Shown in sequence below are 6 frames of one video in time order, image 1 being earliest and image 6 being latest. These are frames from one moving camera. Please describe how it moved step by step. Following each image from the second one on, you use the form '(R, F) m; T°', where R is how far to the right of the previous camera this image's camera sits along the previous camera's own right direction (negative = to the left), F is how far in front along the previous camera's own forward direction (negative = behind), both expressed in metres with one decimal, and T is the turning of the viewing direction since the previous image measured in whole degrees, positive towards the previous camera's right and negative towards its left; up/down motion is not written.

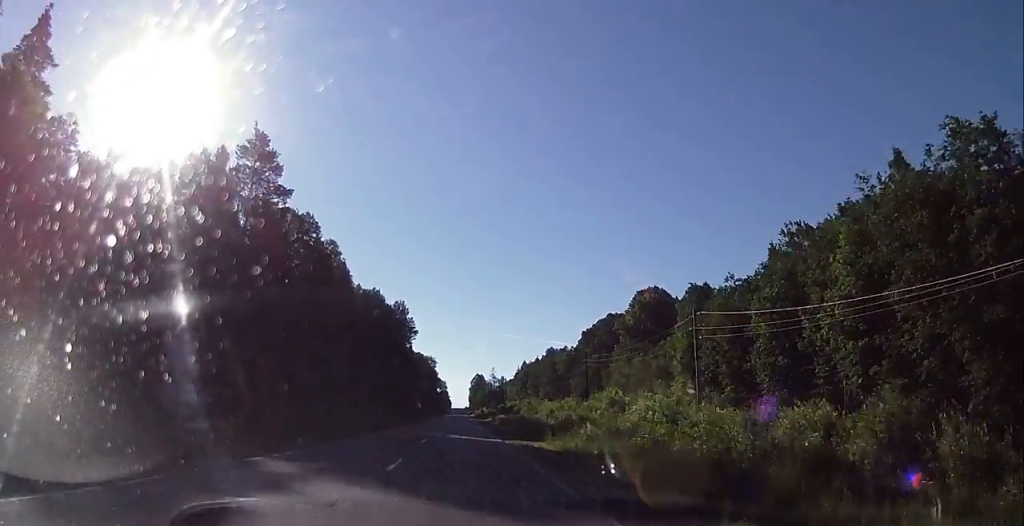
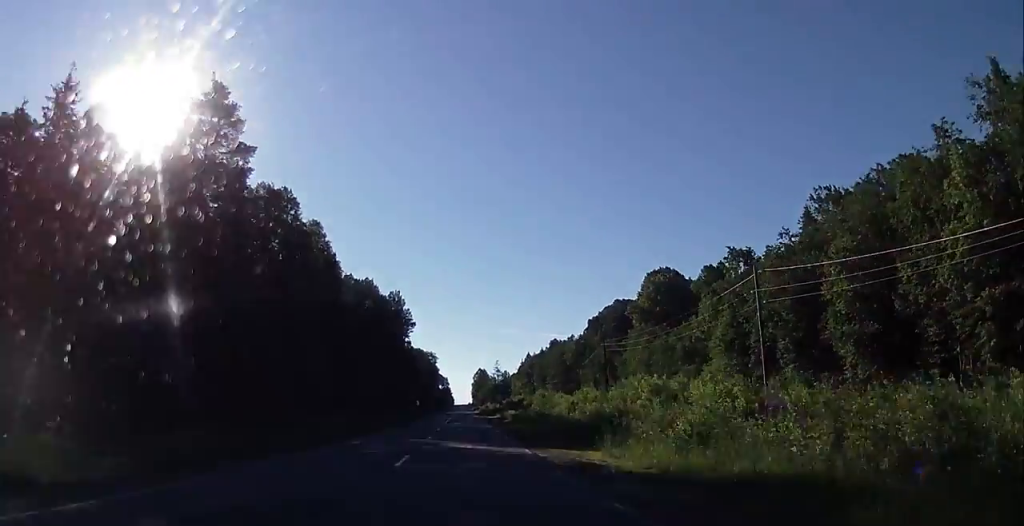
(-0.3, +10.4) m; 0°
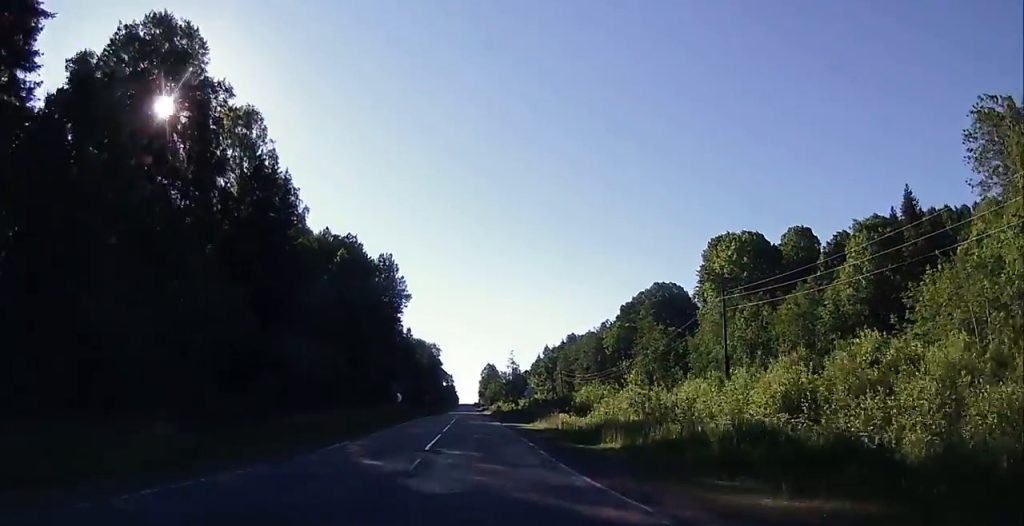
(+1.3, +35.8) m; +3°
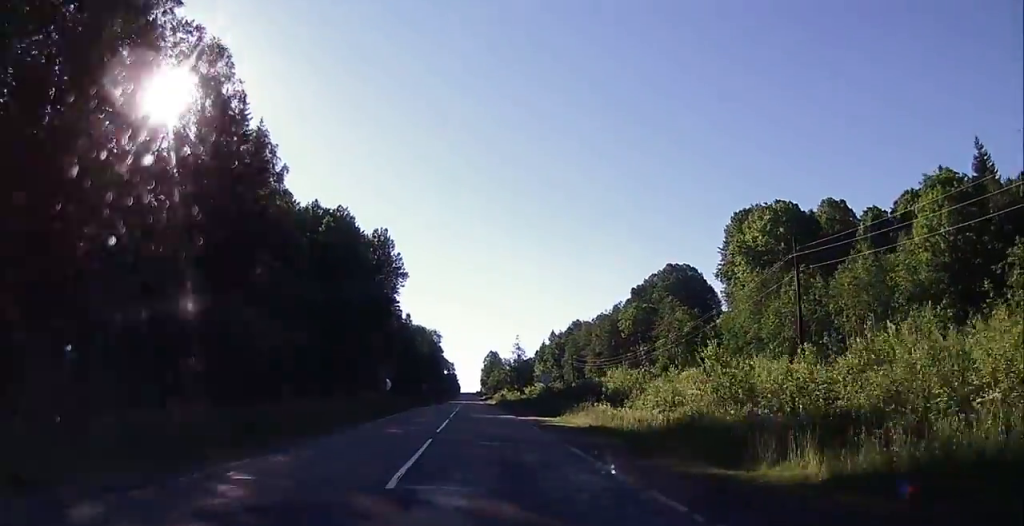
(+0.3, +10.5) m; -1°
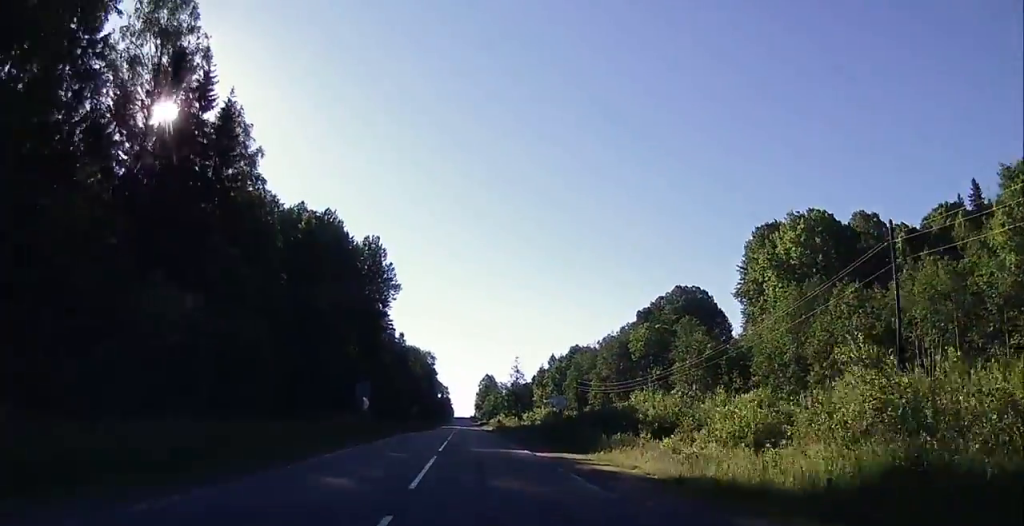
(-0.3, +9.6) m; -1°
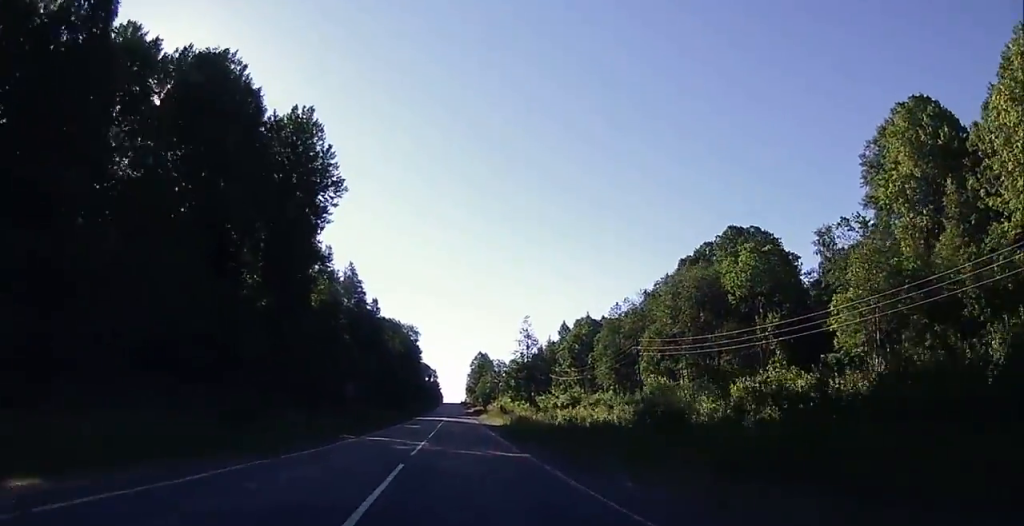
(-3.3, +41.9) m; -4°
